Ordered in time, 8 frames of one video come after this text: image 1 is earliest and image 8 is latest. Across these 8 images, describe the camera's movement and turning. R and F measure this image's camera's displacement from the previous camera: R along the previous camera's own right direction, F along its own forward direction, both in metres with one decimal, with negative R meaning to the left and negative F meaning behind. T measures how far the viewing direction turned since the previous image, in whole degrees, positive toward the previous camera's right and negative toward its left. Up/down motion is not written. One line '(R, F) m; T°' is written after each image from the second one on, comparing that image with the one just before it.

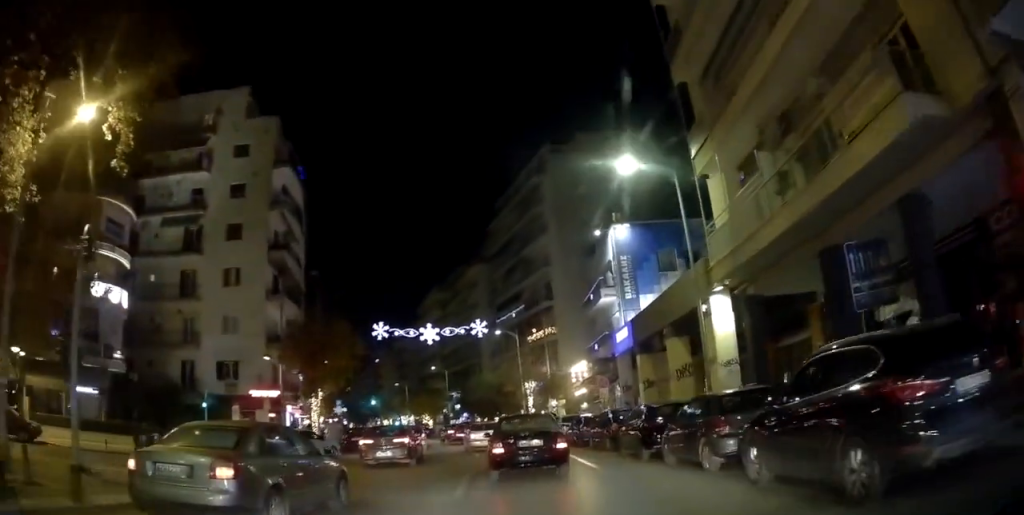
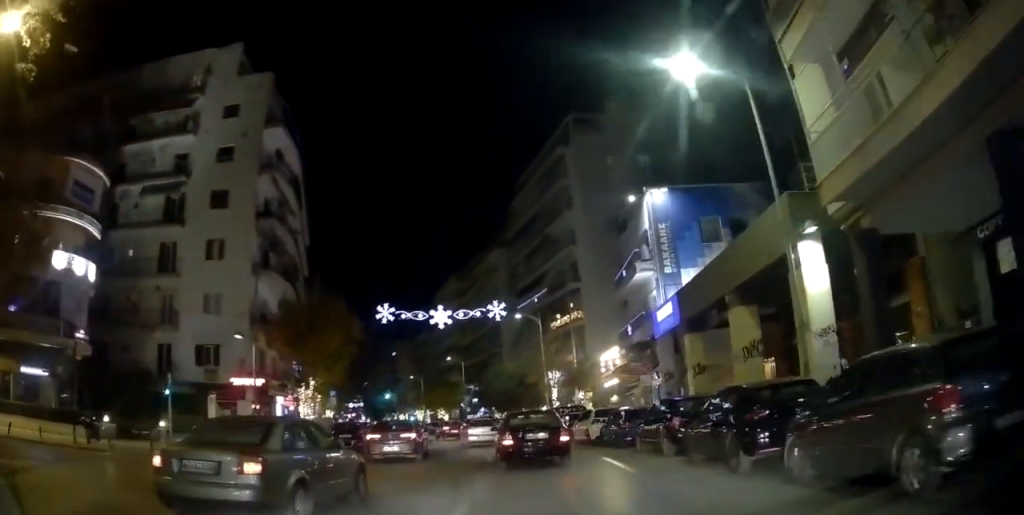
(0.0, +6.4) m; -3°
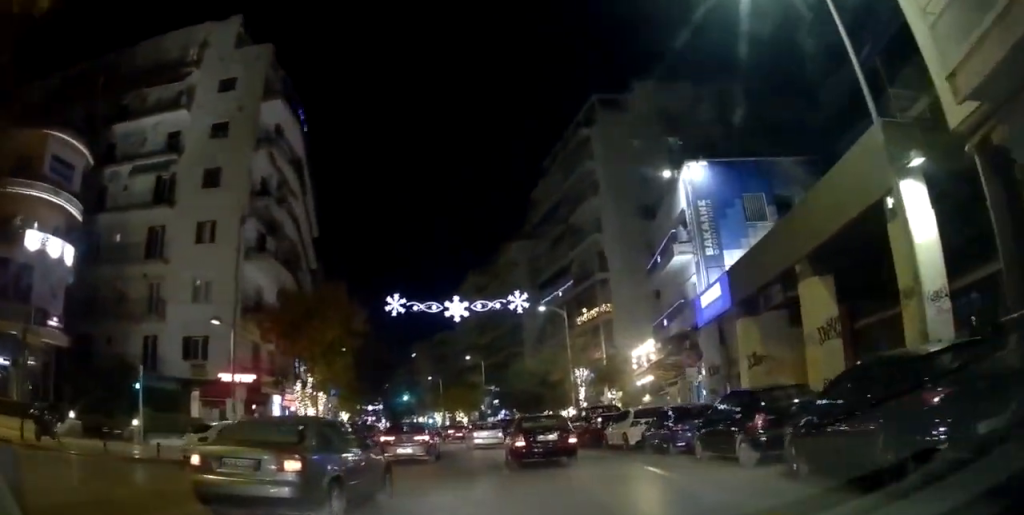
(-0.3, +4.5) m; -3°
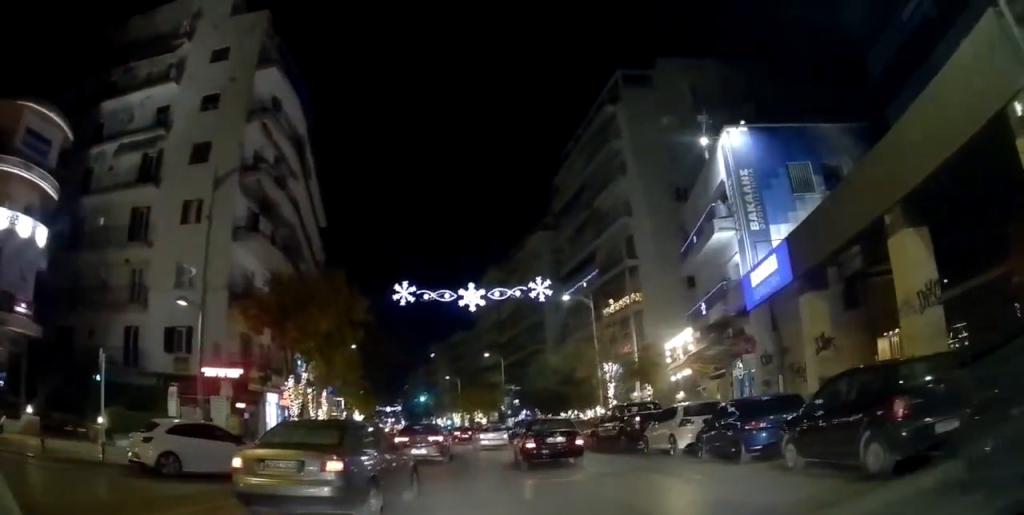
(-0.1, +4.4) m; -3°
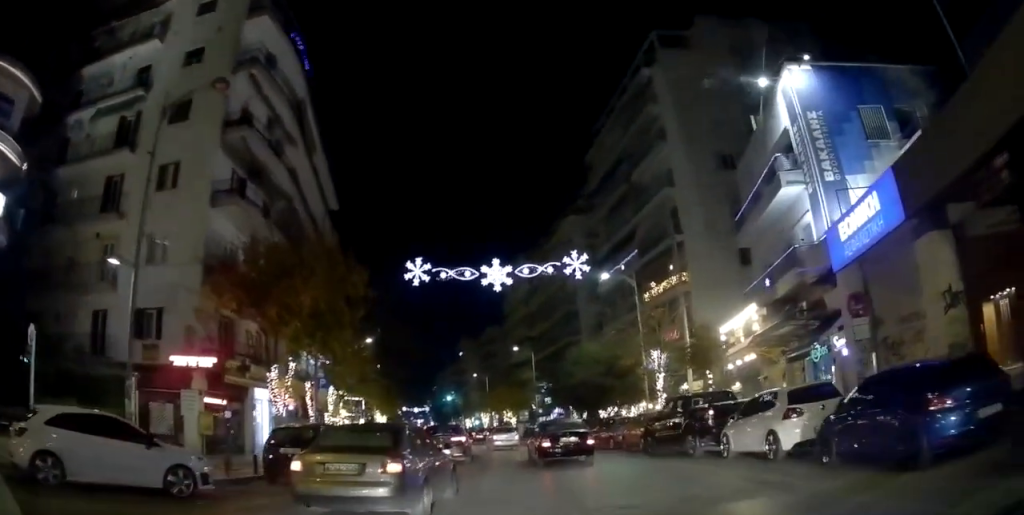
(-0.1, +5.7) m; -1°
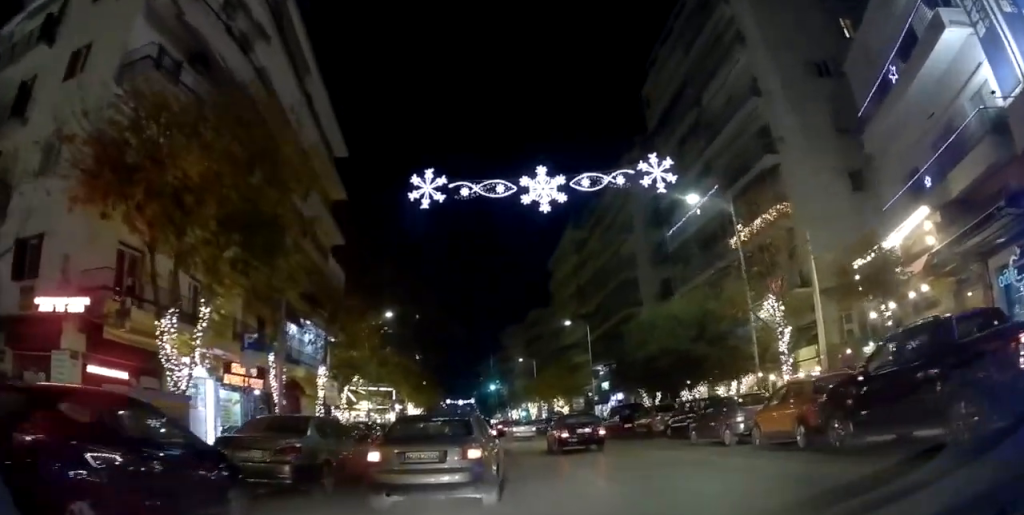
(-0.1, +10.4) m; -2°
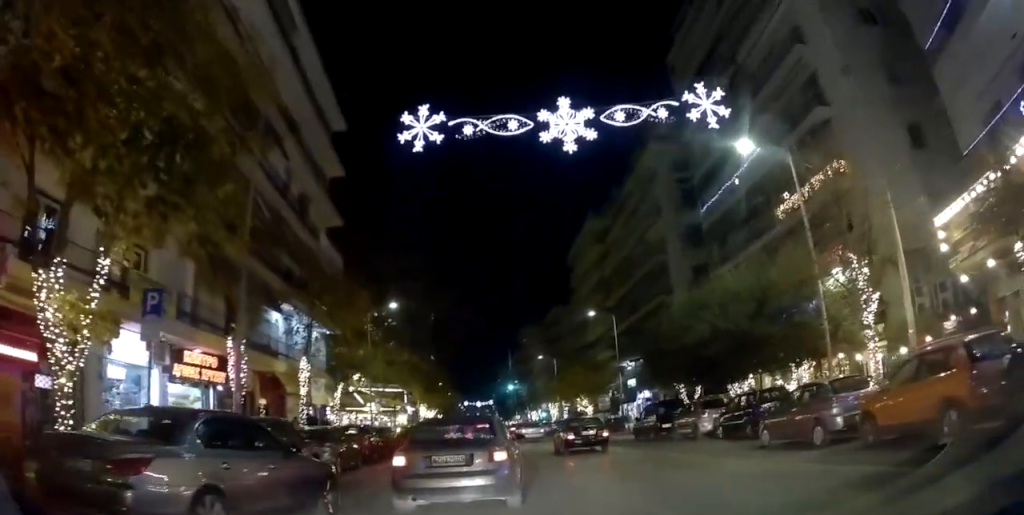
(0.0, +4.5) m; -7°
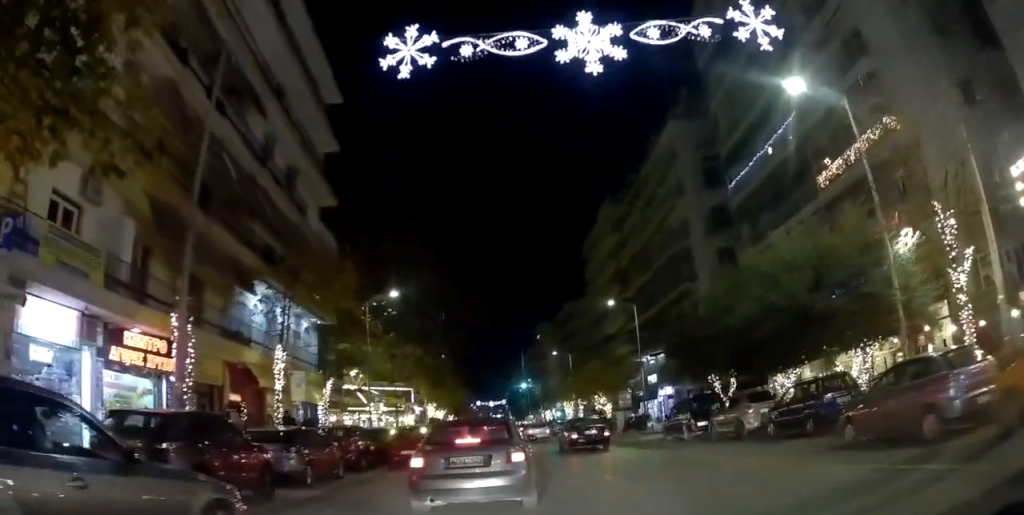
(0.0, +3.6) m; -3°
